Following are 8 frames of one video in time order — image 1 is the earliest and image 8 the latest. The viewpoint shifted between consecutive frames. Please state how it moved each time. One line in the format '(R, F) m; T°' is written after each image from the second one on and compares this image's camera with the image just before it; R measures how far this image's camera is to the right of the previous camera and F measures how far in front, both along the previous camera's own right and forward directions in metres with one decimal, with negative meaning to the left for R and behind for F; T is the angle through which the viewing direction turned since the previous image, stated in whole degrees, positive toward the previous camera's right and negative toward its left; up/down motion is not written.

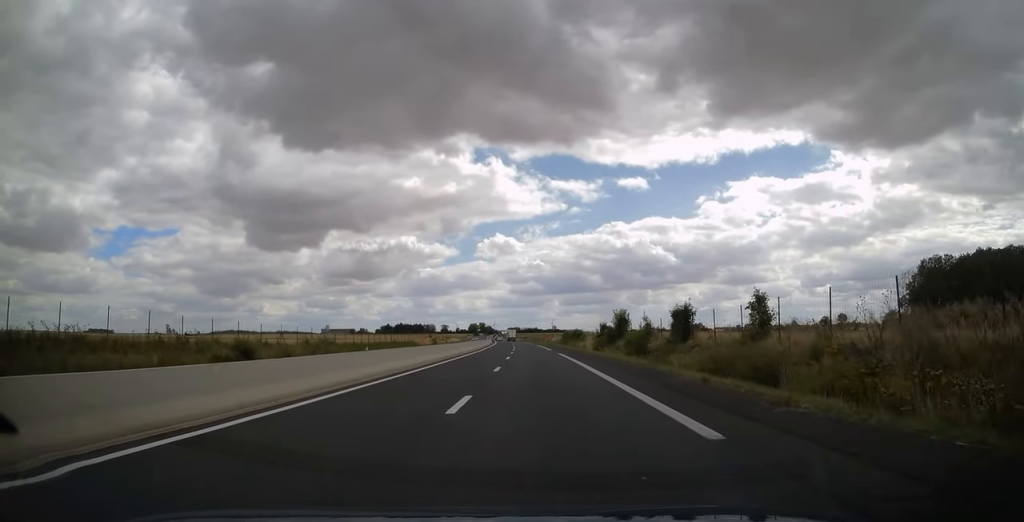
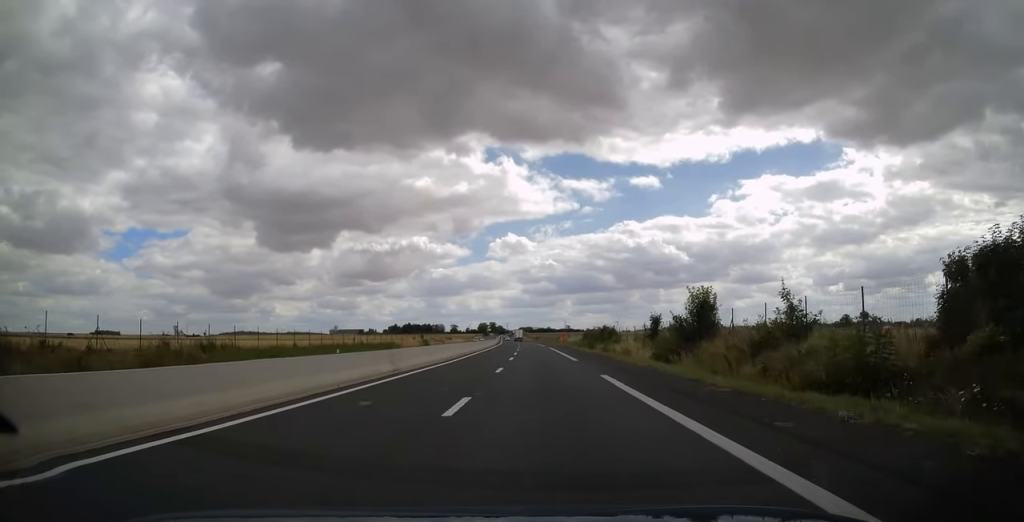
(-0.3, +26.6) m; -1°
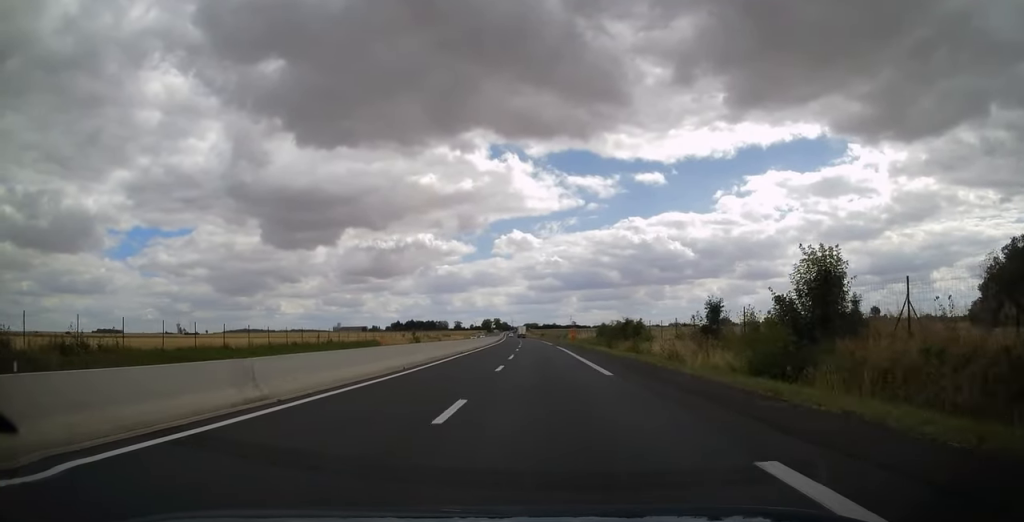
(0.0, +14.3) m; -1°
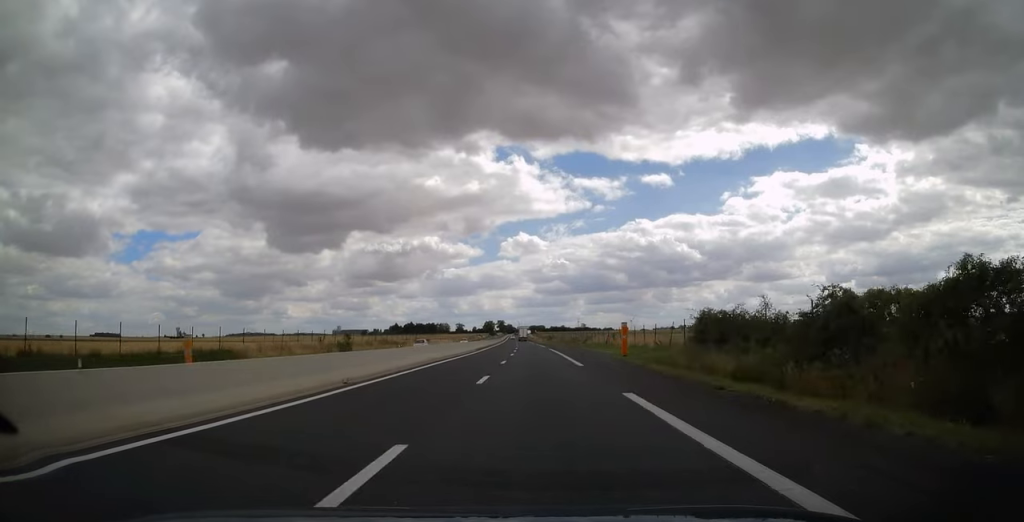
(-0.5, +44.3) m; -1°
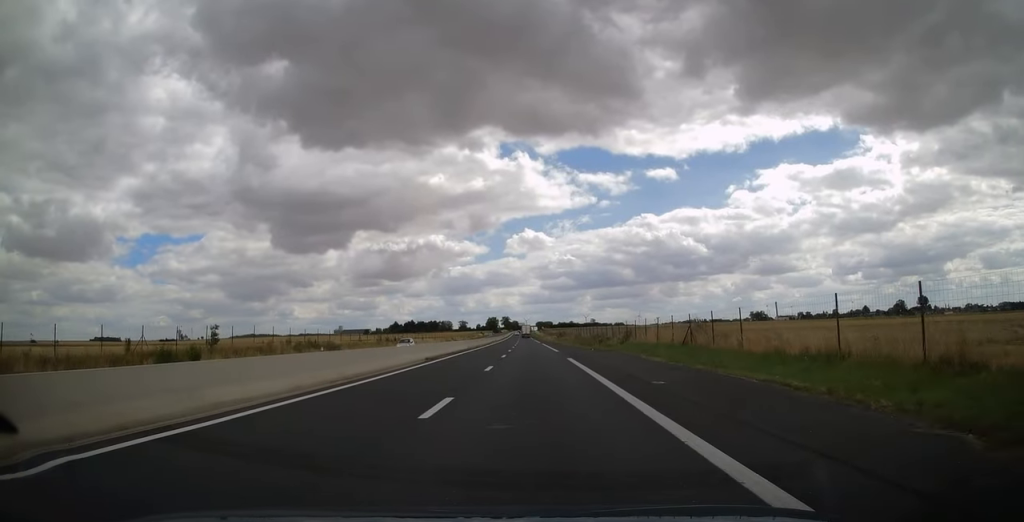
(0.0, +34.1) m; 0°
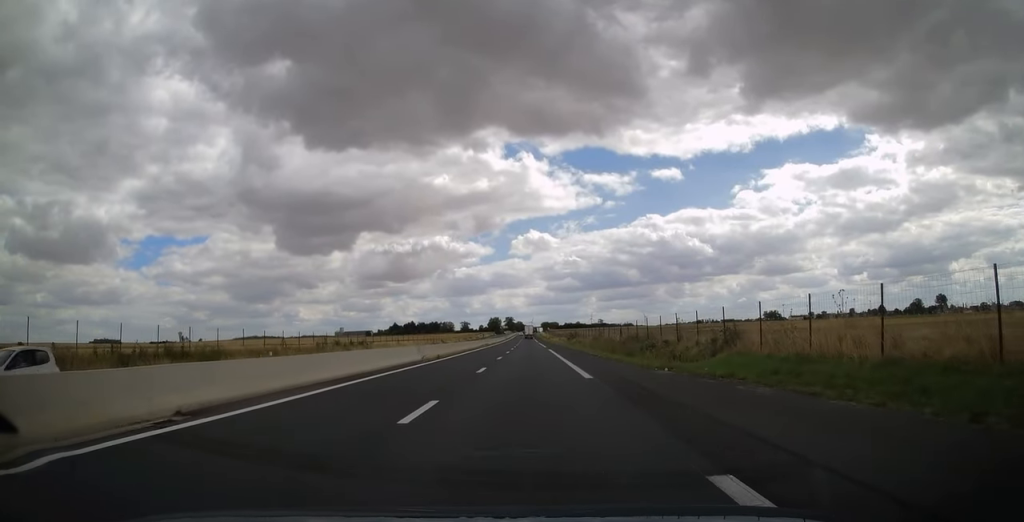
(0.0, +26.7) m; 0°
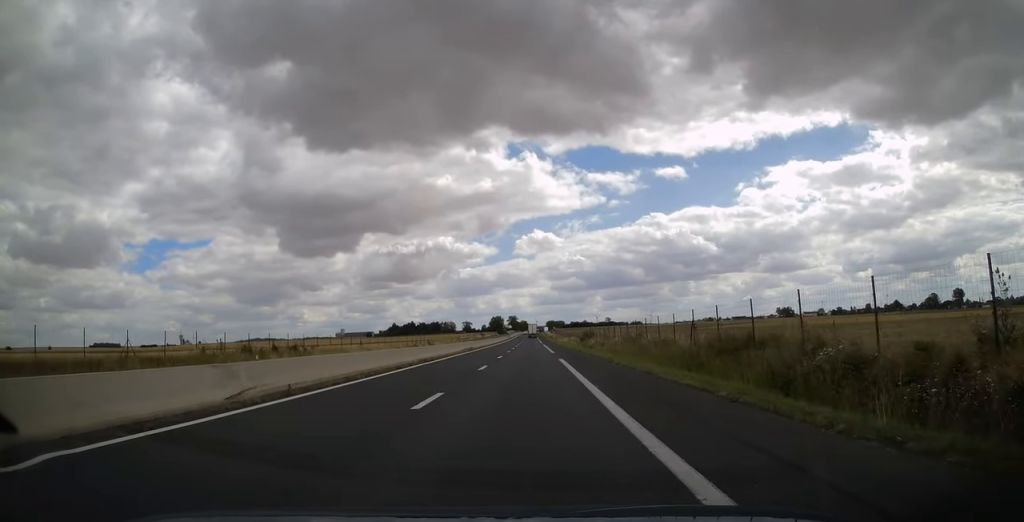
(-0.1, +24.2) m; -1°
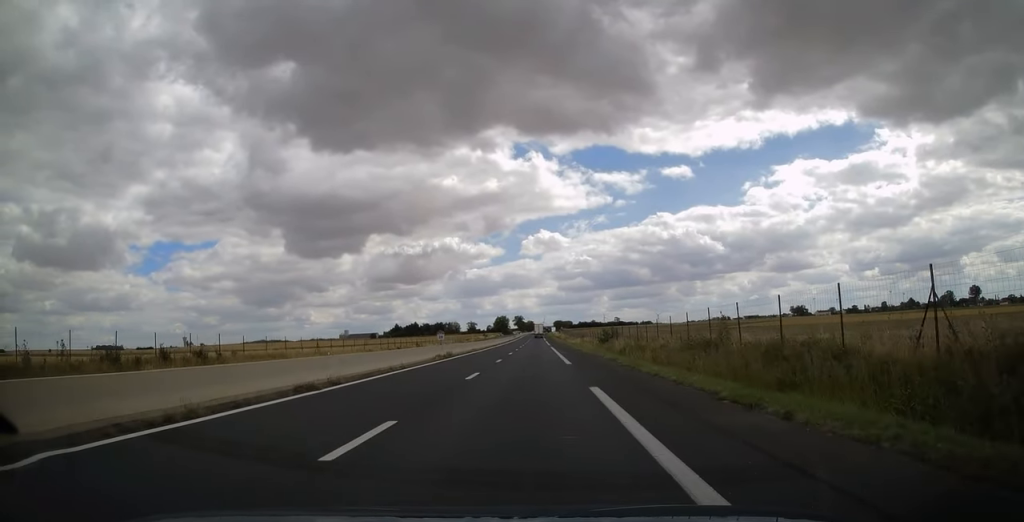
(-0.1, +18.3) m; -1°
